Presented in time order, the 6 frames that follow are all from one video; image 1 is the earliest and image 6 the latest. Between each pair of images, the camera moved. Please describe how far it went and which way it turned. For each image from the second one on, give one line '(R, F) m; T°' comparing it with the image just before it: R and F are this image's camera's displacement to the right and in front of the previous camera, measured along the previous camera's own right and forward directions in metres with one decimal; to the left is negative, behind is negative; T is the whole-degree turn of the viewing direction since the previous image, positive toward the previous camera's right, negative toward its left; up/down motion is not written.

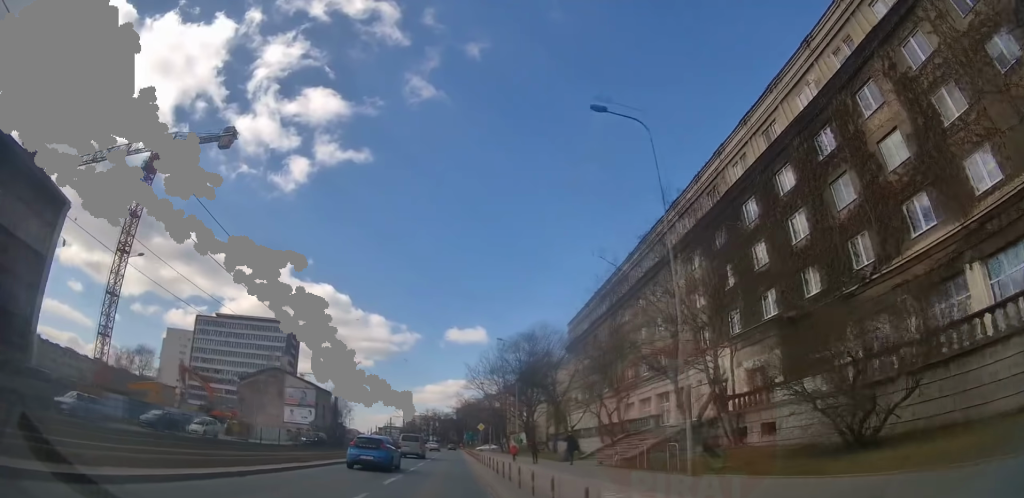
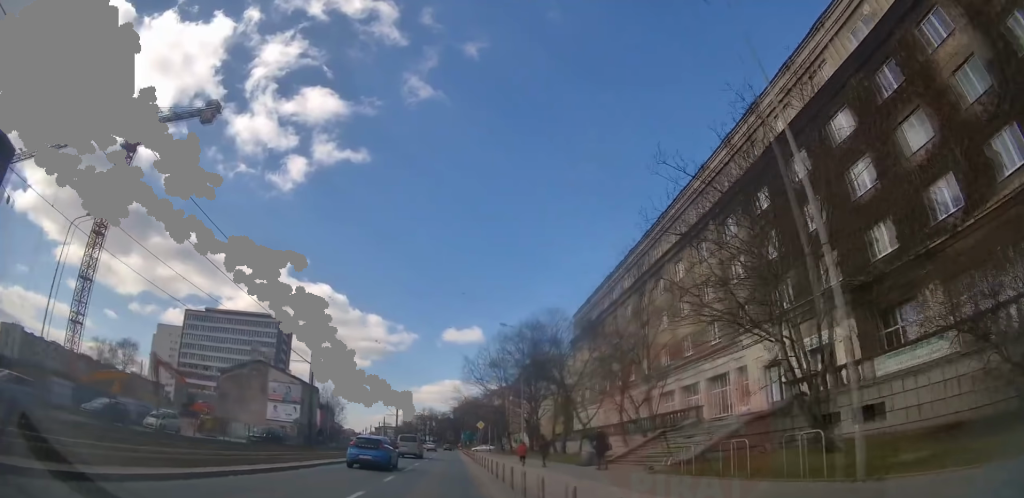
(0.0, +5.6) m; 0°
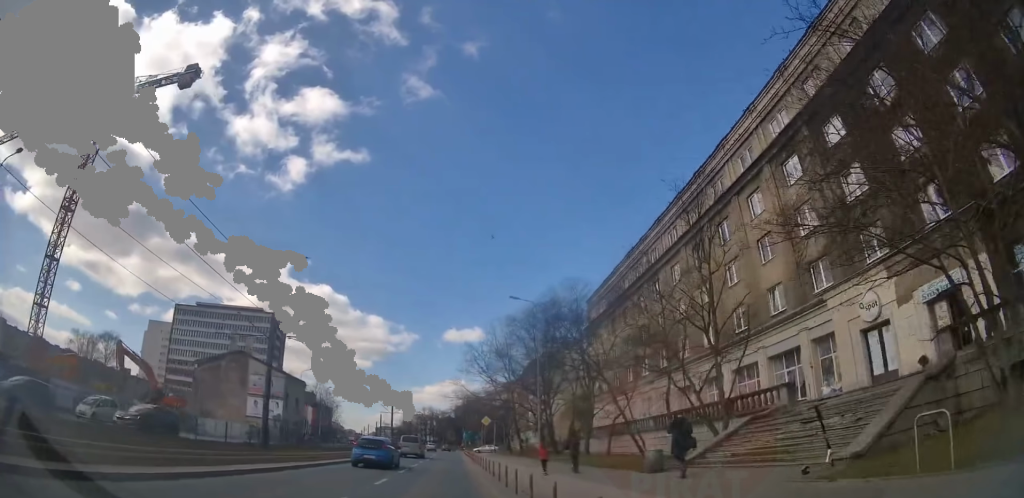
(0.0, +7.9) m; 0°
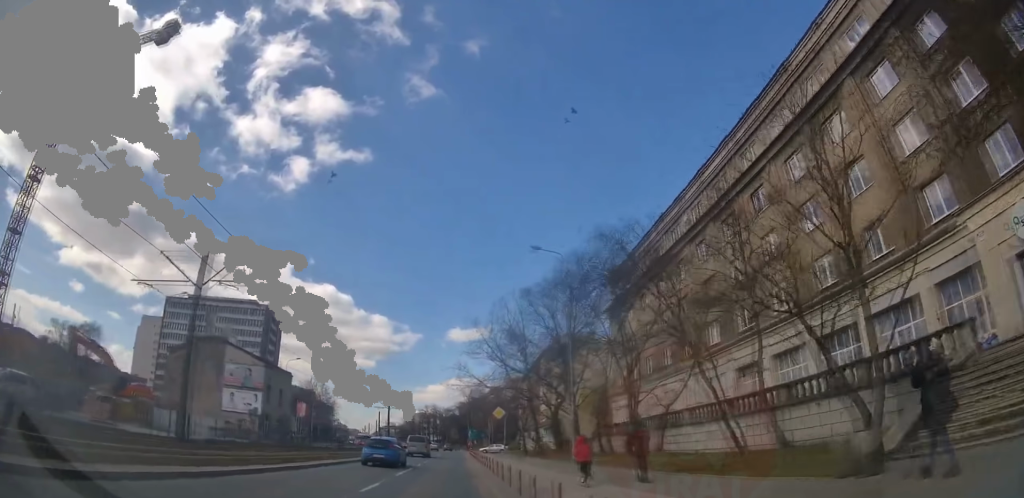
(0.0, +8.2) m; 0°
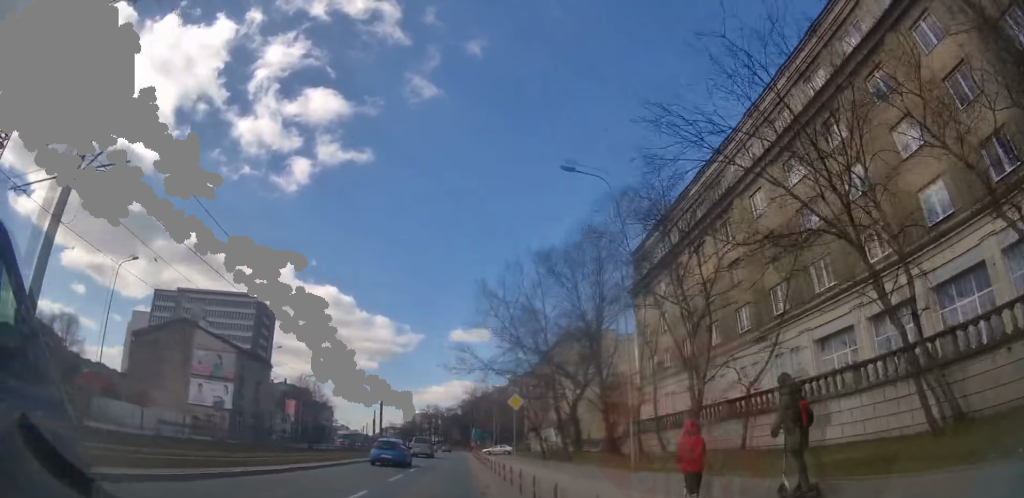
(-0.1, +7.9) m; 0°
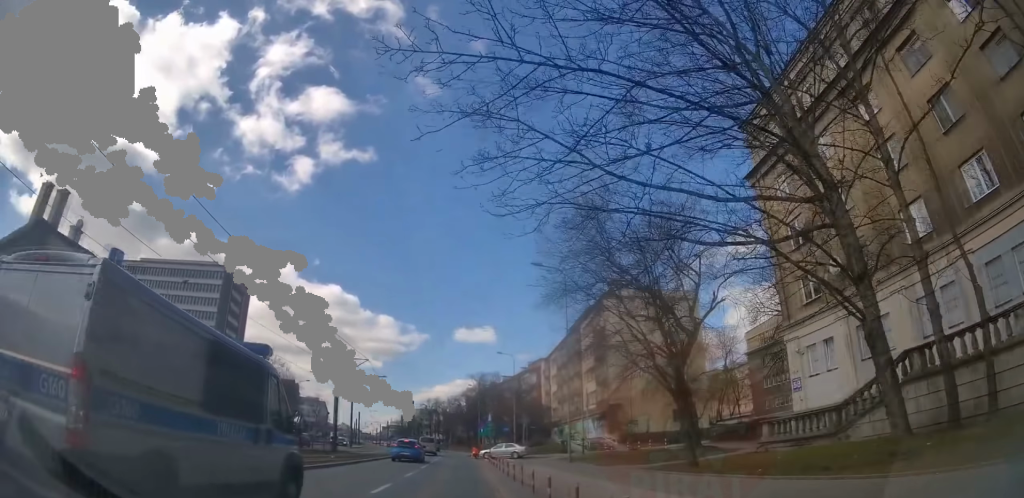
(+0.5, +21.9) m; +1°
